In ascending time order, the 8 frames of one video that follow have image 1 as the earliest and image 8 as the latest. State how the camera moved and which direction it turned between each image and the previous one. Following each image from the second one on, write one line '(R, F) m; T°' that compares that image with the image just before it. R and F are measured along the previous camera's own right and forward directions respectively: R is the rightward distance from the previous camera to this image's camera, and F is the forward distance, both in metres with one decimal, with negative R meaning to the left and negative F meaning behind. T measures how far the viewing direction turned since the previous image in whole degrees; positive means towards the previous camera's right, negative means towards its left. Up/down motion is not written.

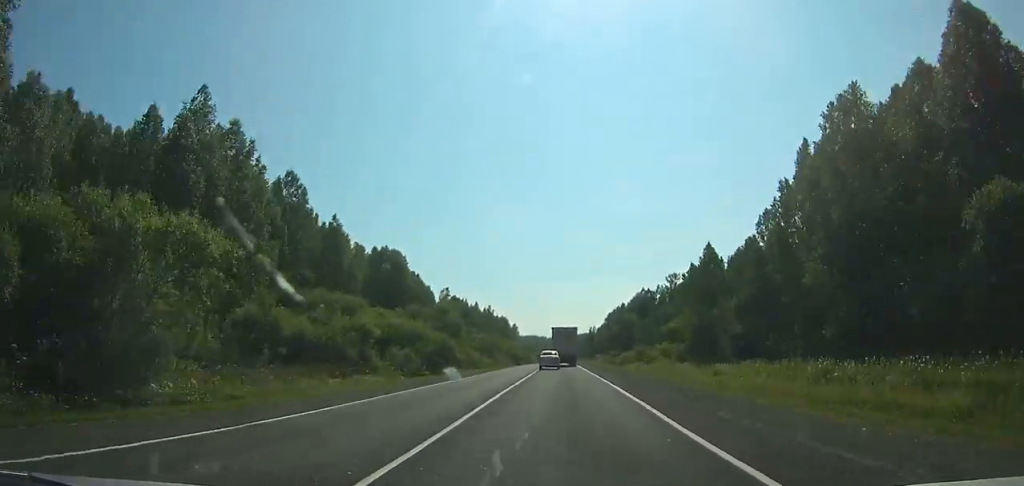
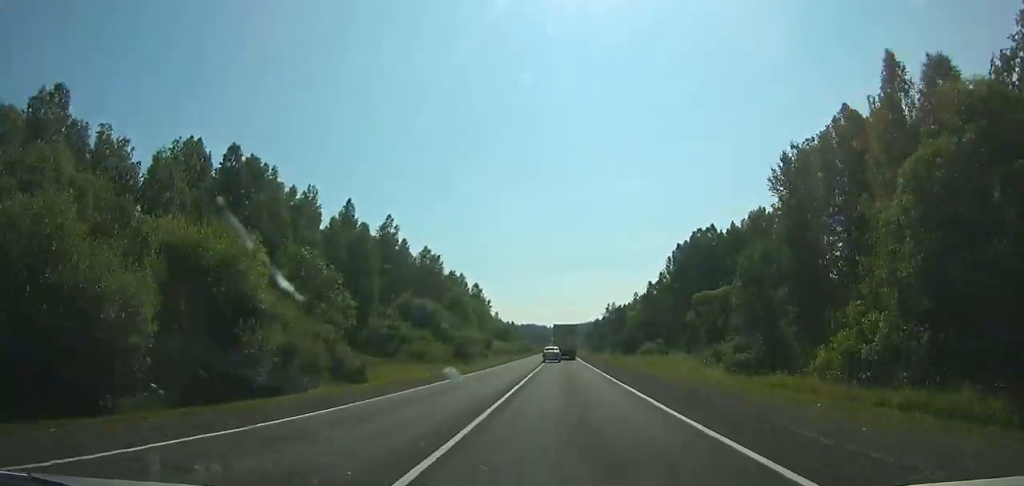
(-0.7, +125.5) m; +3°
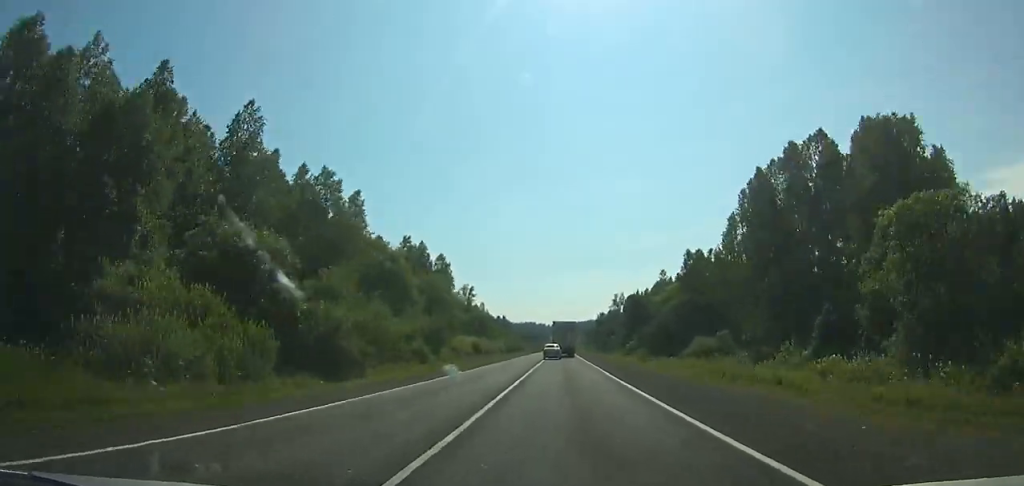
(-2.4, +38.6) m; +5°
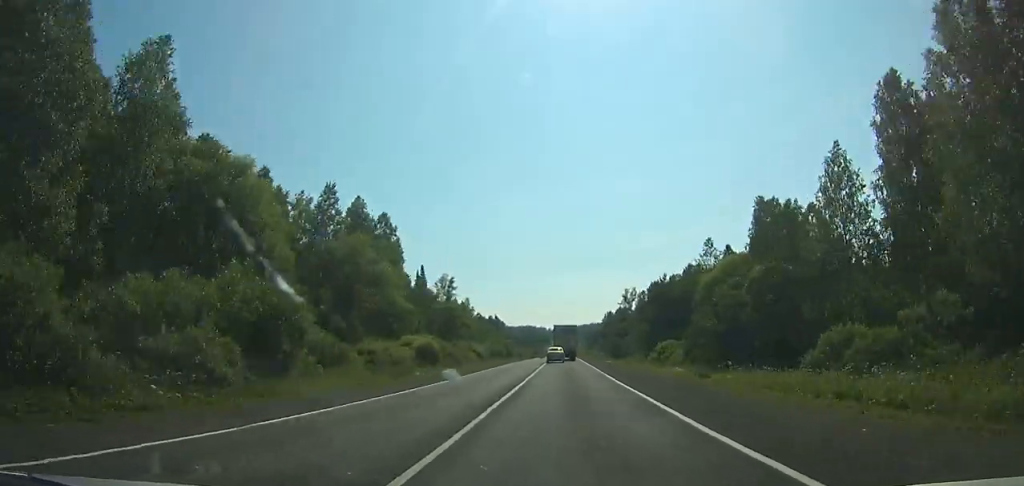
(+3.7, +28.0) m; -2°
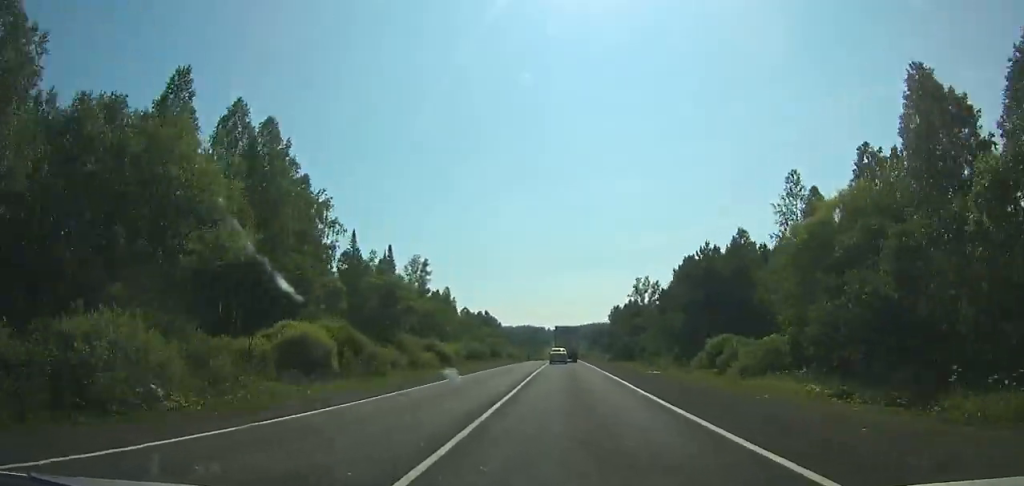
(+5.7, +23.2) m; -3°
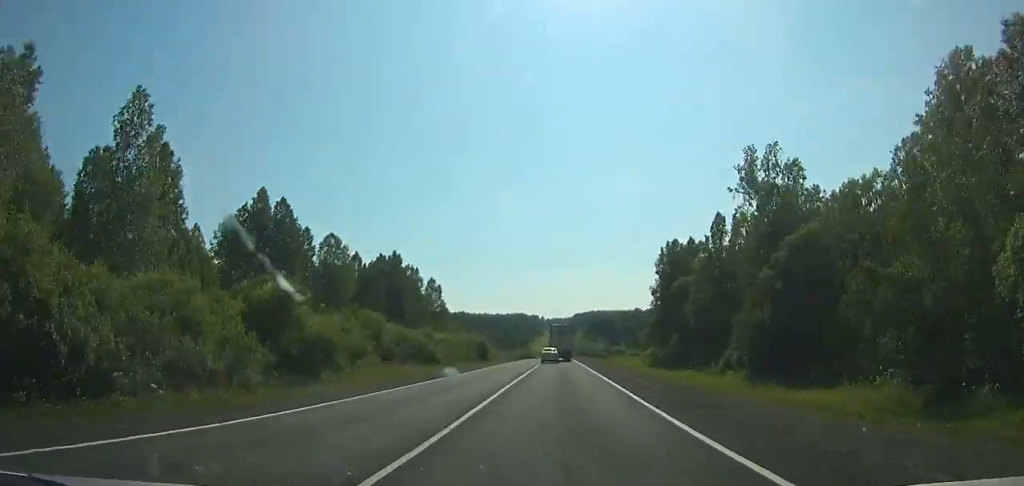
(-19.1, +111.3) m; -9°
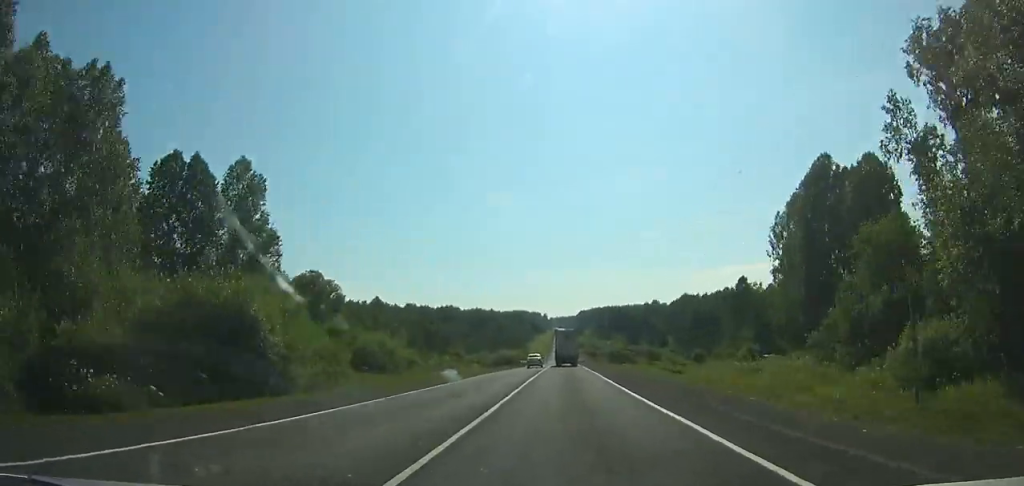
(+5.8, +84.0) m; +5°
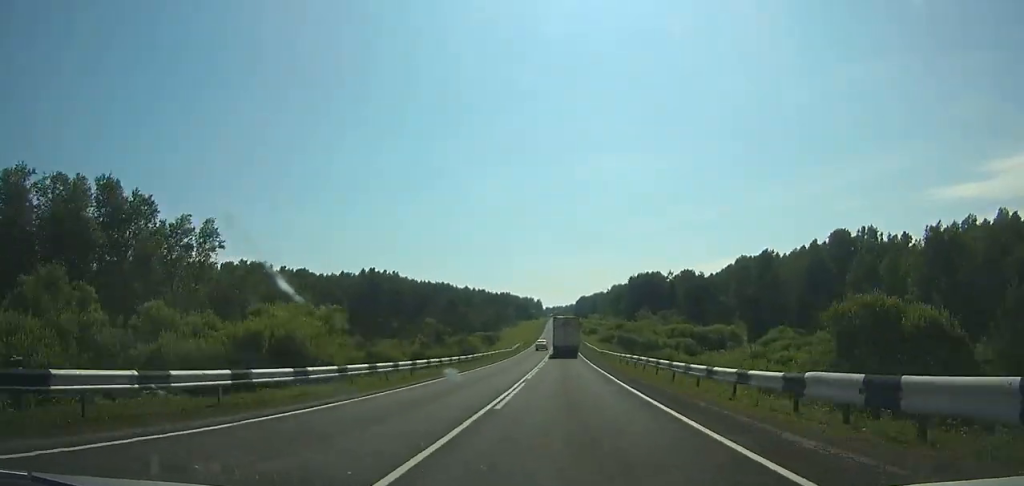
(+1.9, +127.6) m; +1°
